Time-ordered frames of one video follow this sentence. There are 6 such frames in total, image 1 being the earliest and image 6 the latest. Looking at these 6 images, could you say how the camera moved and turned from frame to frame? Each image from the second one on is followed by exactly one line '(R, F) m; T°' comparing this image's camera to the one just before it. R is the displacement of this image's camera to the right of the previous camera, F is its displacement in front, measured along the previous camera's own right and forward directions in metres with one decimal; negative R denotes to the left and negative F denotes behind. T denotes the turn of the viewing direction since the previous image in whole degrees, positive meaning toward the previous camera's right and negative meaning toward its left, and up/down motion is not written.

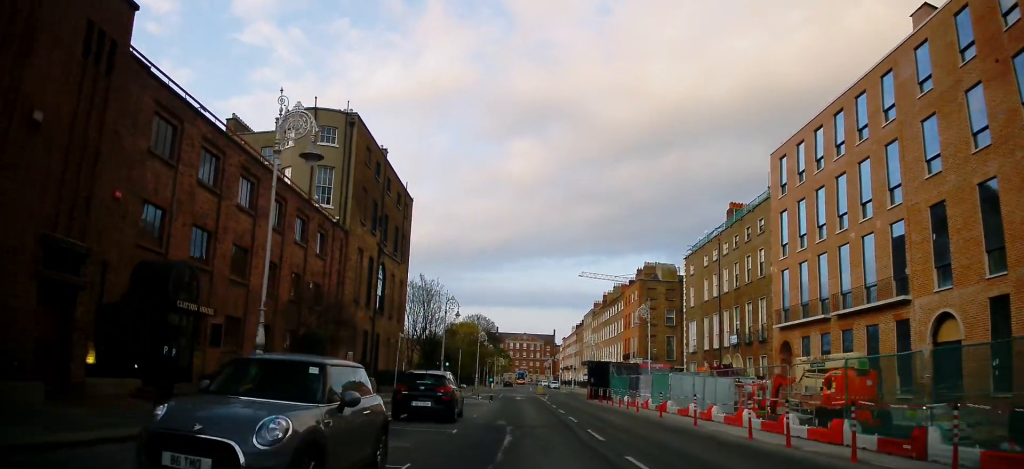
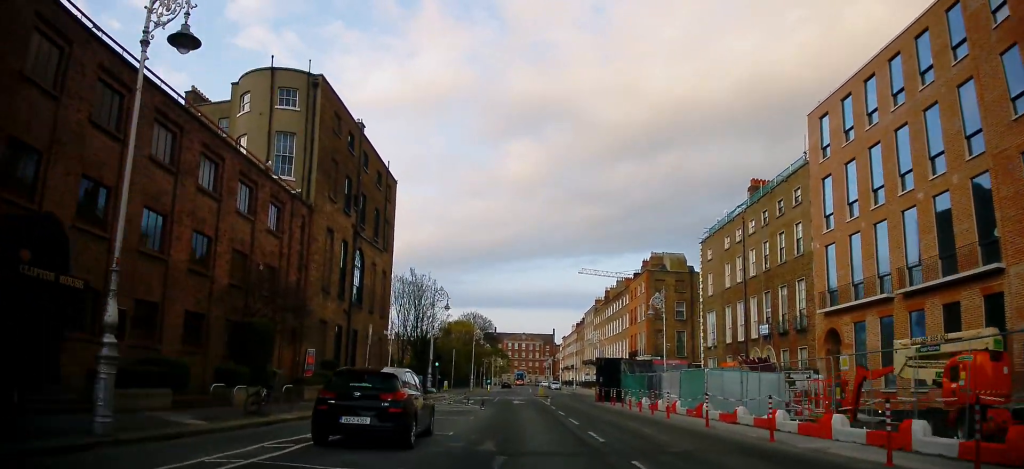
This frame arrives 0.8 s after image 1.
(0.0, +6.9) m; 0°
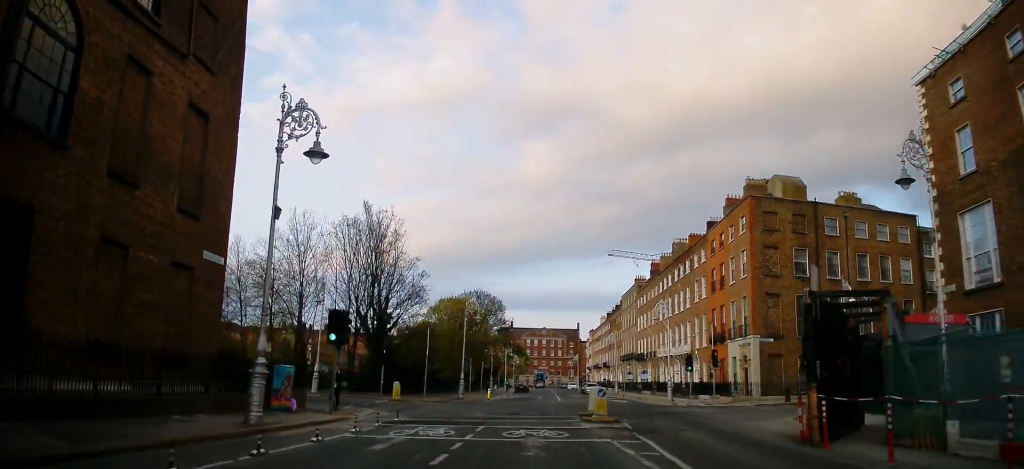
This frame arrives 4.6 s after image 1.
(+0.5, +31.9) m; -2°
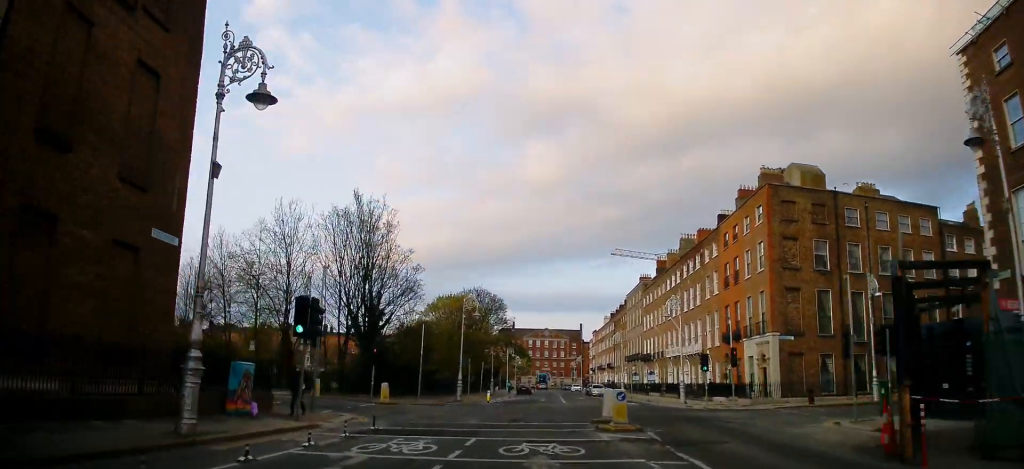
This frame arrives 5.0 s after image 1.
(-0.1, +3.3) m; 0°
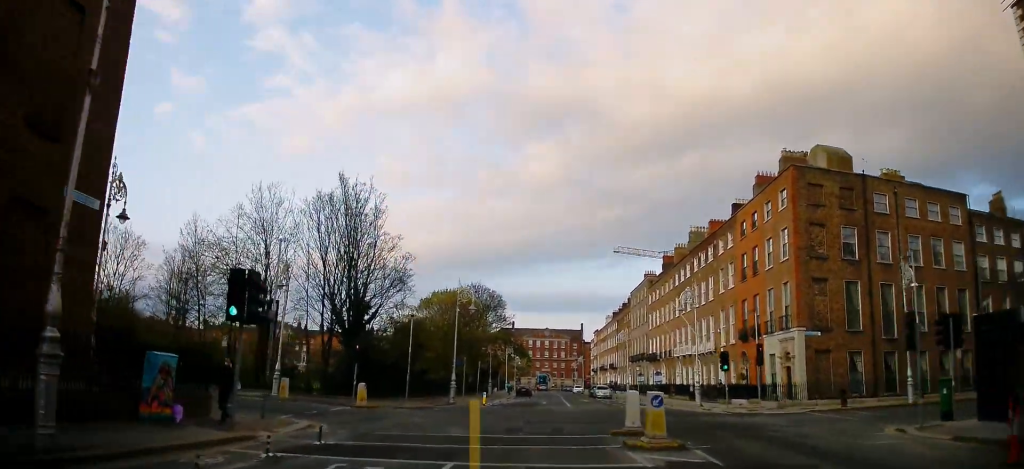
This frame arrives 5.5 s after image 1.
(-0.1, +4.2) m; 0°
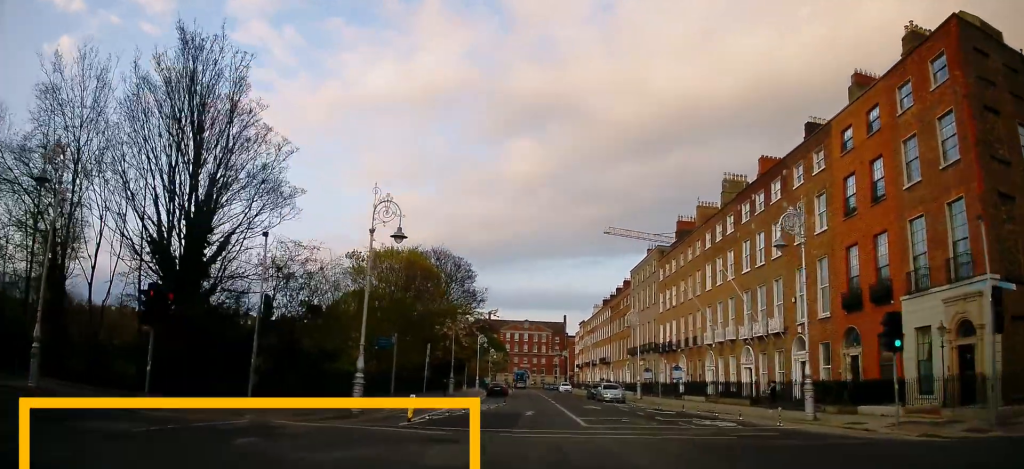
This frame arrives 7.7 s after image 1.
(+0.5, +19.2) m; +2°
